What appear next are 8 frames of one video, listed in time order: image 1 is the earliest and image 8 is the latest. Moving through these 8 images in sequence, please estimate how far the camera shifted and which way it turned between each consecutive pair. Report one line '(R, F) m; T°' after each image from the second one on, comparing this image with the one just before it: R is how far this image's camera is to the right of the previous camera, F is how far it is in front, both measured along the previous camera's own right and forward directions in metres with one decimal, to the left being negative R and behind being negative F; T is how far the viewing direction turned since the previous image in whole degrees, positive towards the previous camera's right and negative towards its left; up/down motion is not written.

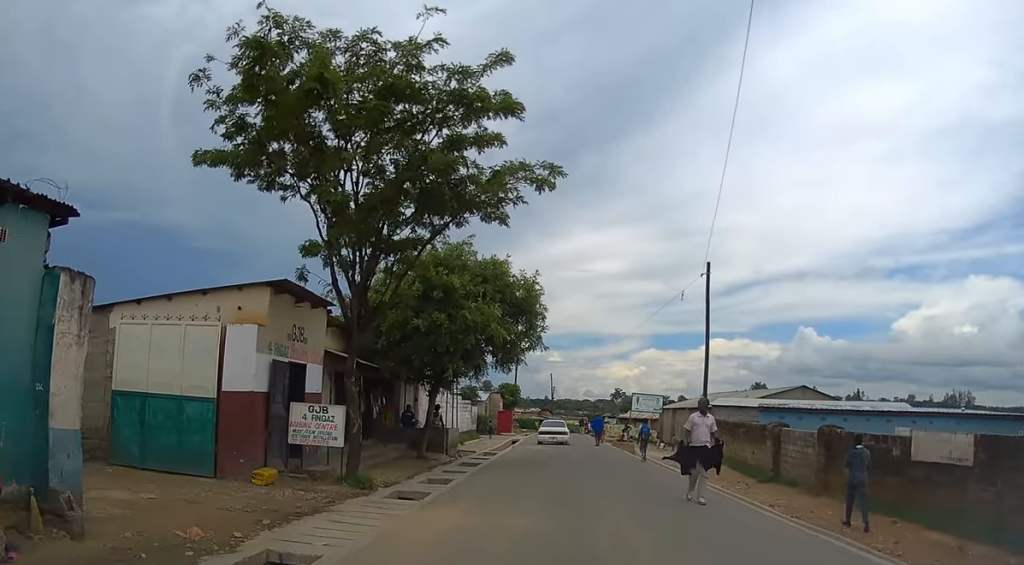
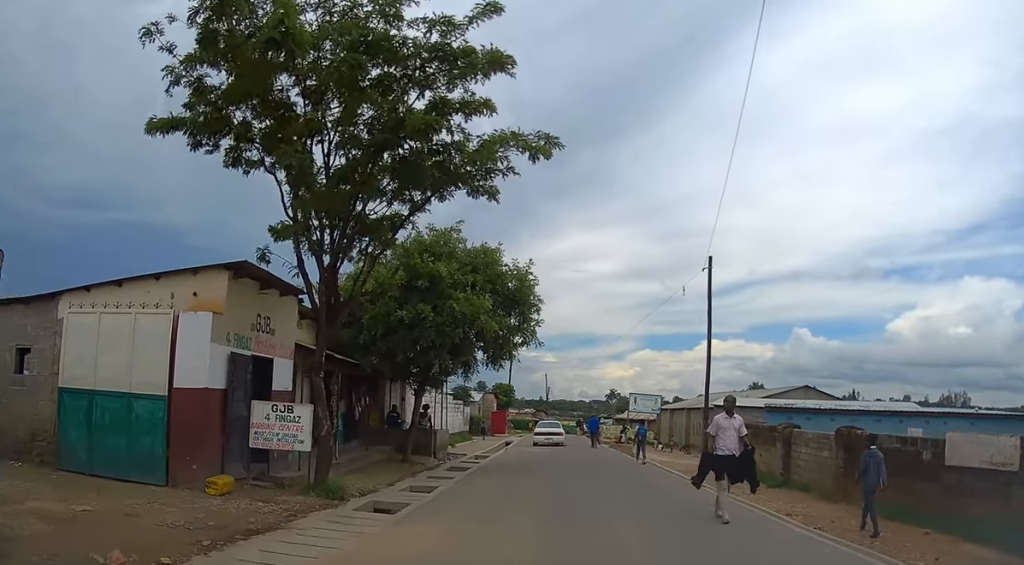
(-0.1, +1.7) m; 0°
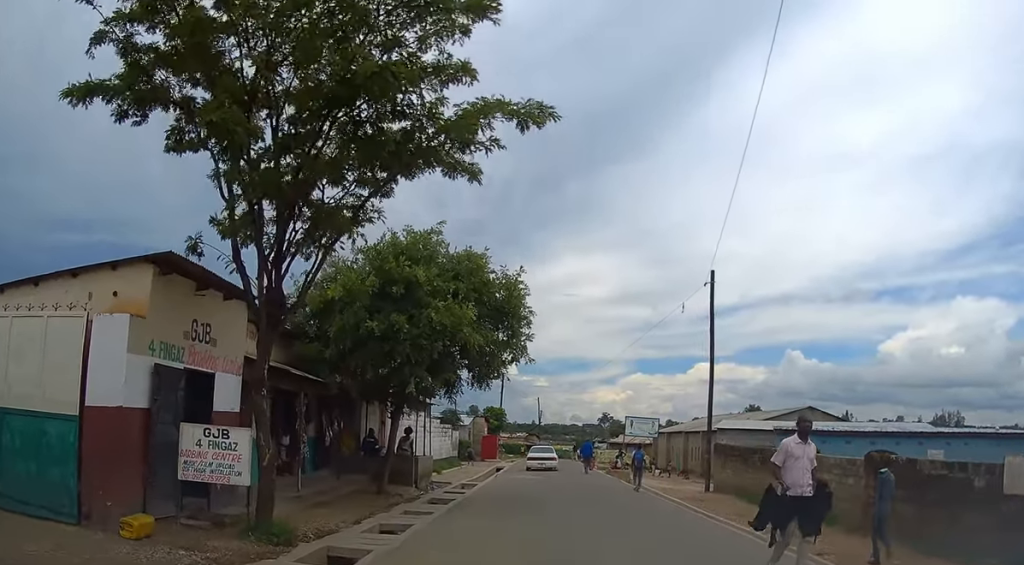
(0.0, +2.3) m; +1°
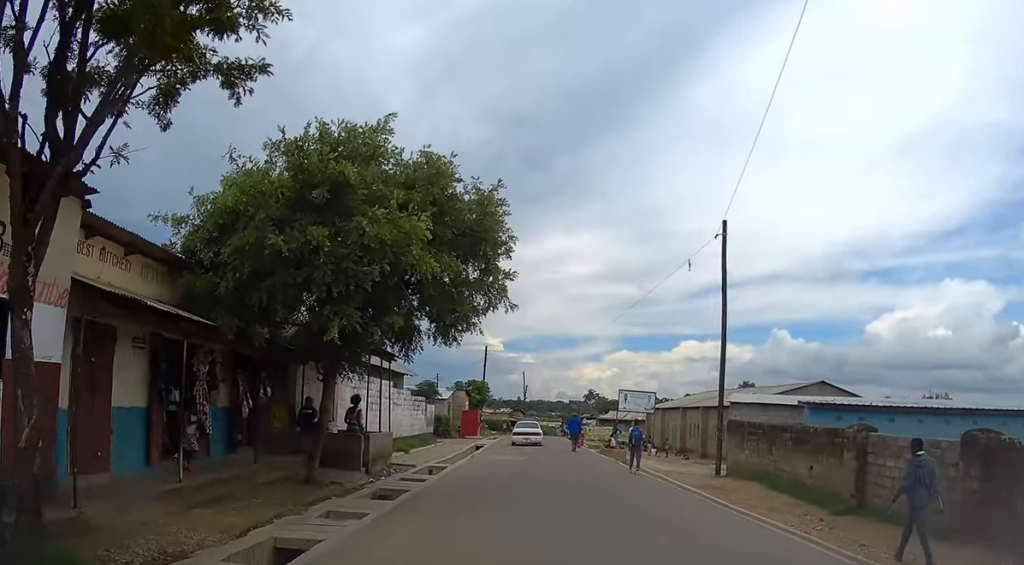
(+0.1, +4.2) m; +1°
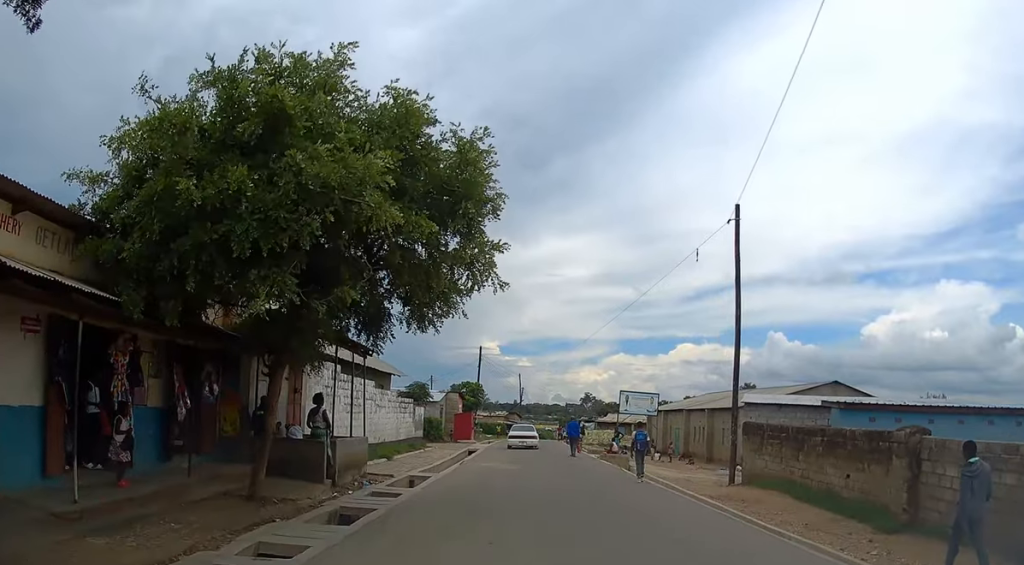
(0.0, +2.3) m; 0°
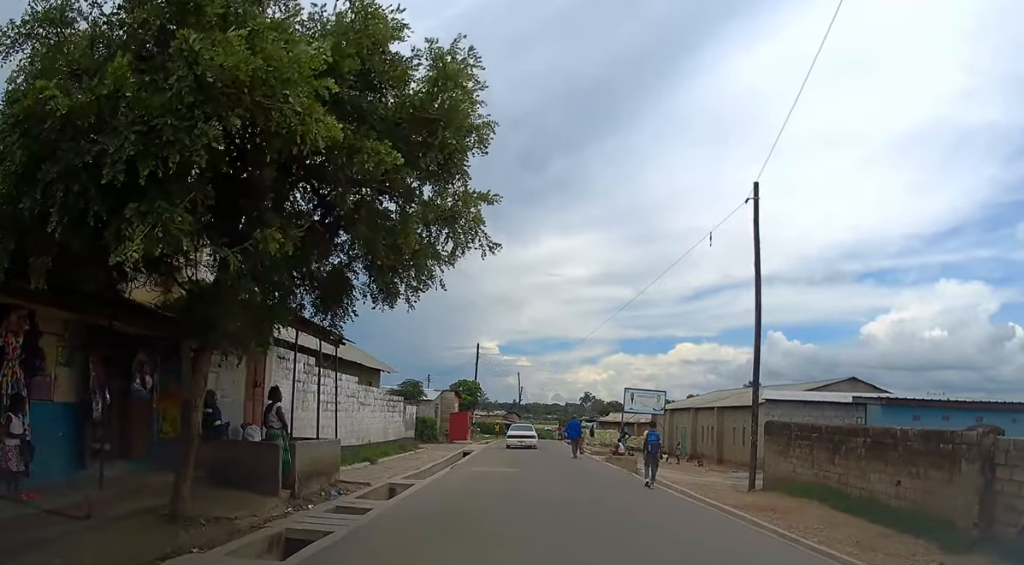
(0.0, +2.0) m; 0°
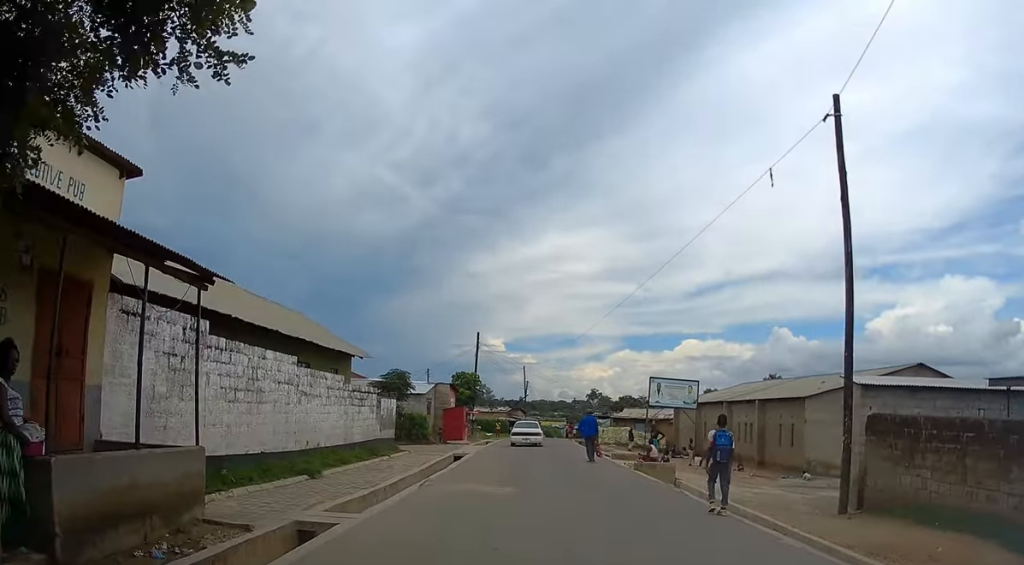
(0.0, +6.1) m; -1°
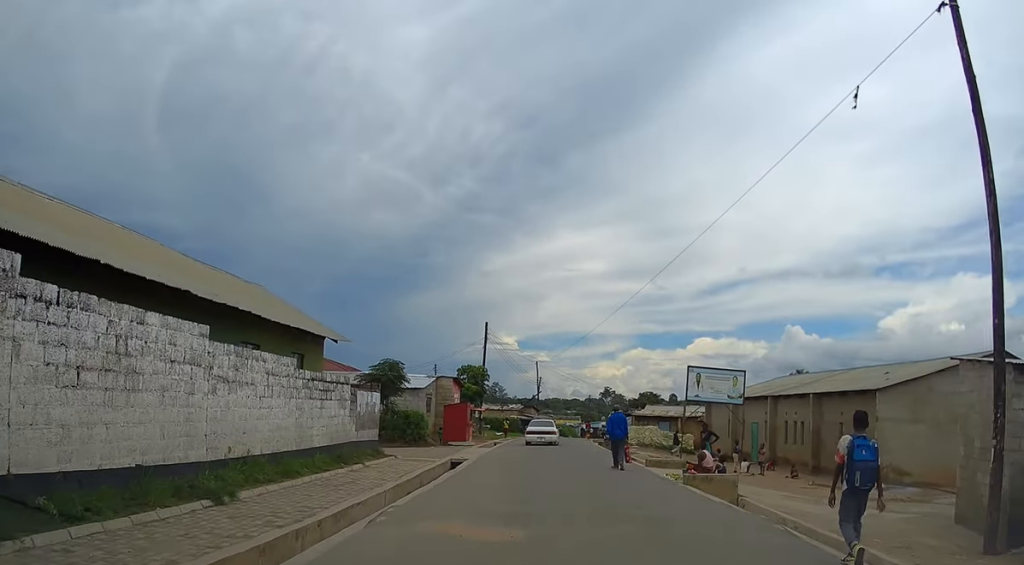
(-0.1, +5.3) m; -1°
